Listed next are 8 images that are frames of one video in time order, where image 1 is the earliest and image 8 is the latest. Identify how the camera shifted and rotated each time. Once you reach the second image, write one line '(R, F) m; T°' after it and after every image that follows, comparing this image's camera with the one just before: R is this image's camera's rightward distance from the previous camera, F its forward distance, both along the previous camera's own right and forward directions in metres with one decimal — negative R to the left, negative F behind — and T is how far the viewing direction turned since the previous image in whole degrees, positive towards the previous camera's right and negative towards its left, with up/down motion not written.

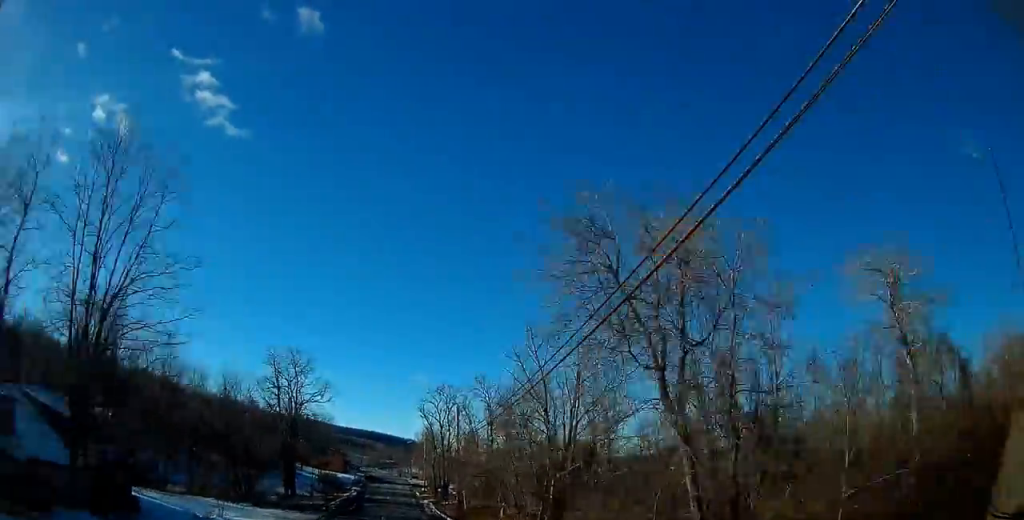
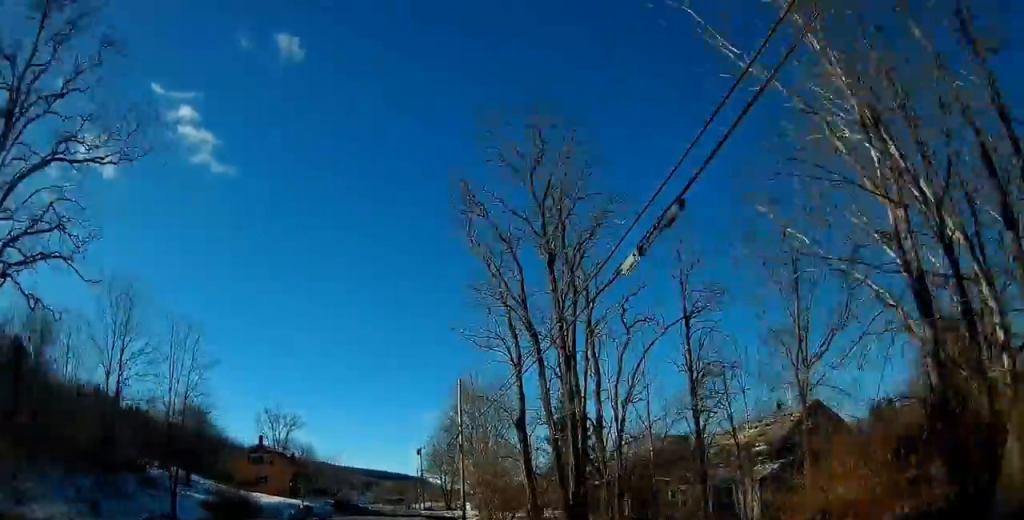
(-3.2, +61.0) m; -4°
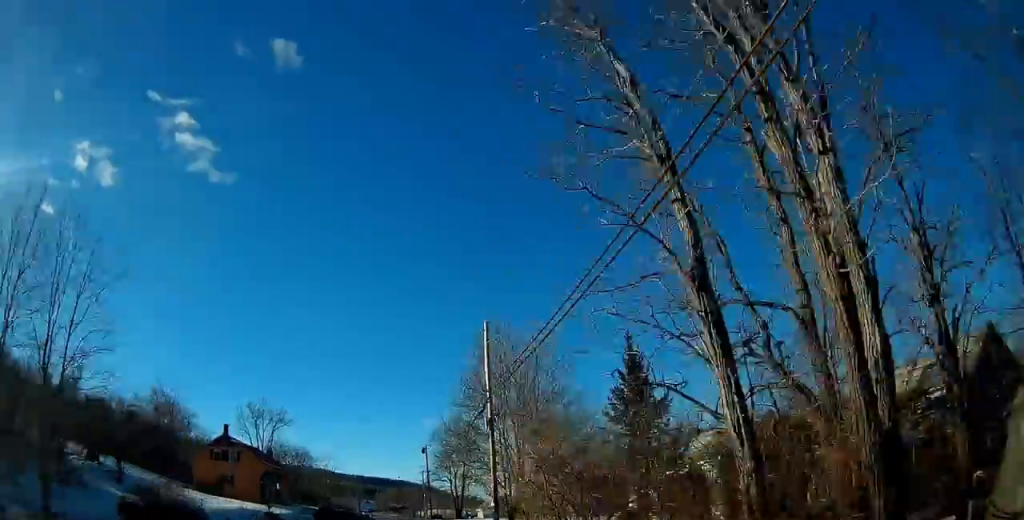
(0.0, +13.7) m; 0°
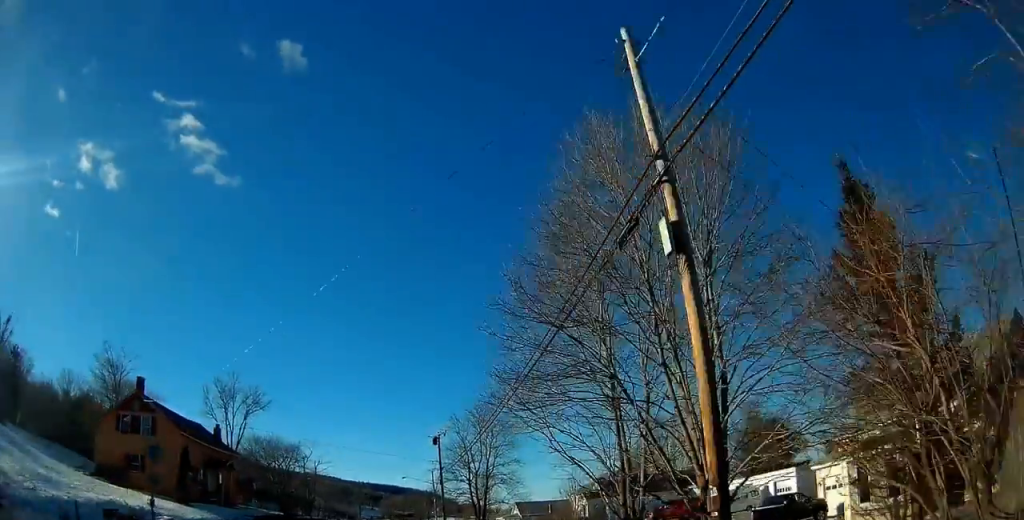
(0.0, +18.8) m; 0°
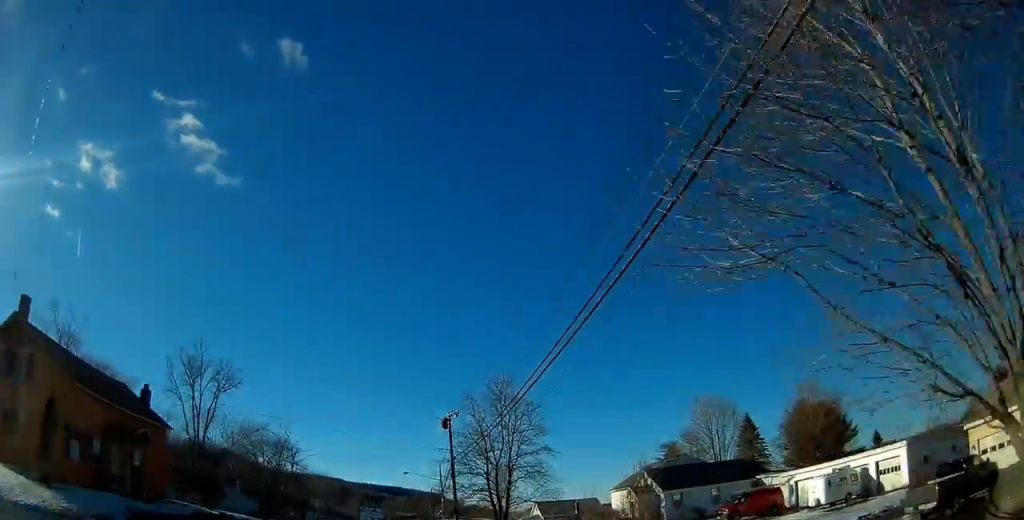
(0.0, +12.8) m; 0°
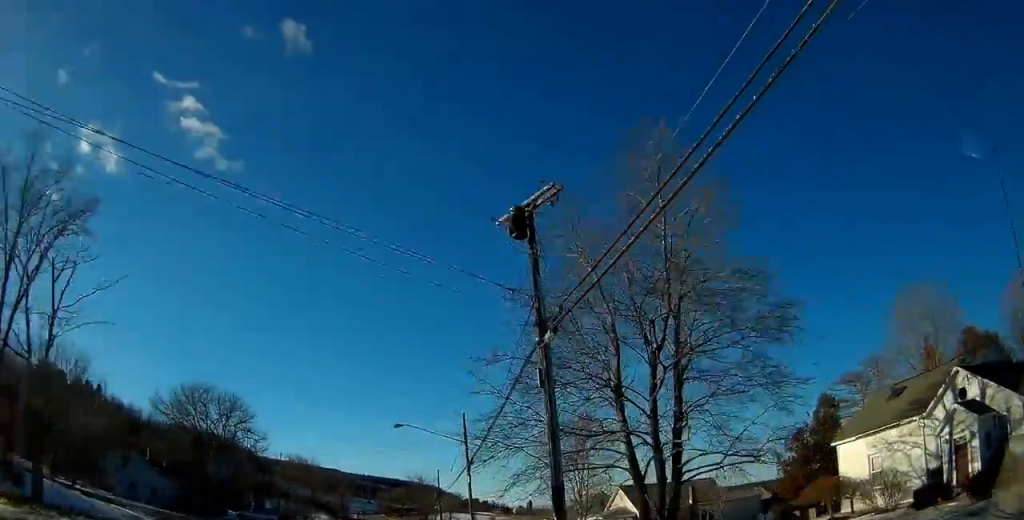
(-0.3, +33.2) m; -1°
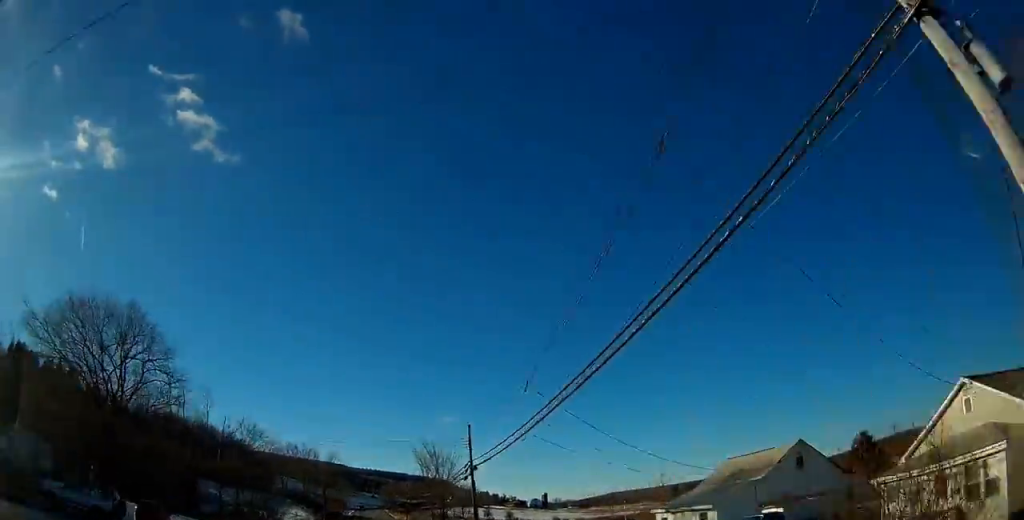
(0.0, +33.0) m; 0°
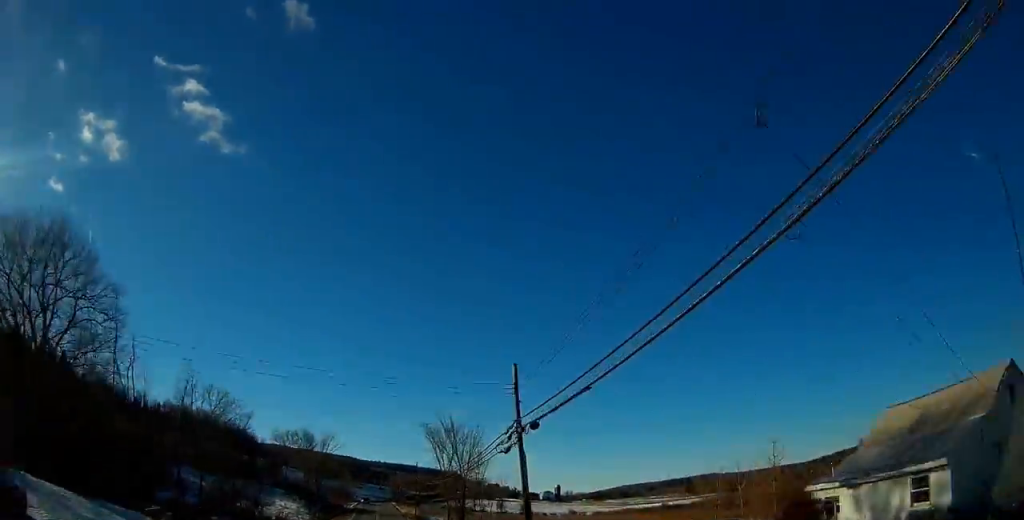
(+0.1, +14.5) m; 0°
